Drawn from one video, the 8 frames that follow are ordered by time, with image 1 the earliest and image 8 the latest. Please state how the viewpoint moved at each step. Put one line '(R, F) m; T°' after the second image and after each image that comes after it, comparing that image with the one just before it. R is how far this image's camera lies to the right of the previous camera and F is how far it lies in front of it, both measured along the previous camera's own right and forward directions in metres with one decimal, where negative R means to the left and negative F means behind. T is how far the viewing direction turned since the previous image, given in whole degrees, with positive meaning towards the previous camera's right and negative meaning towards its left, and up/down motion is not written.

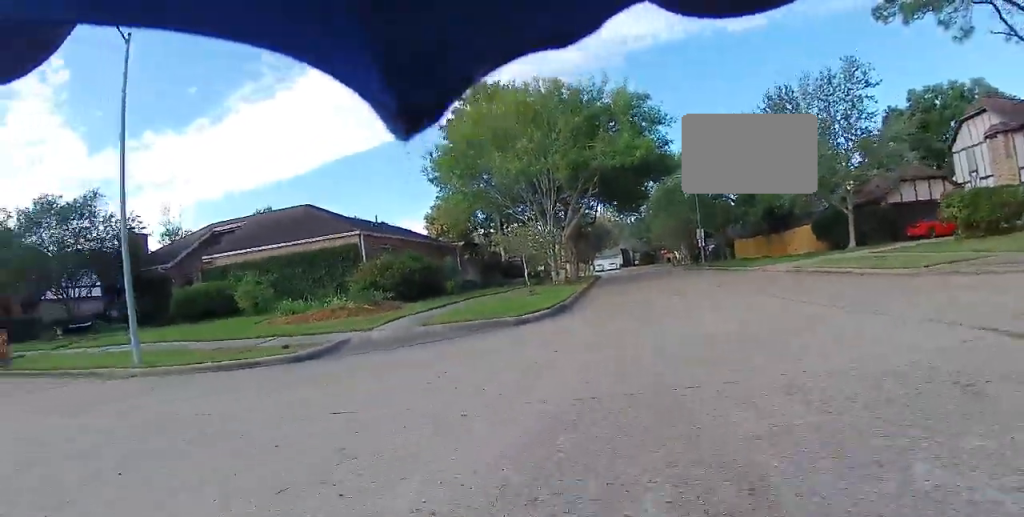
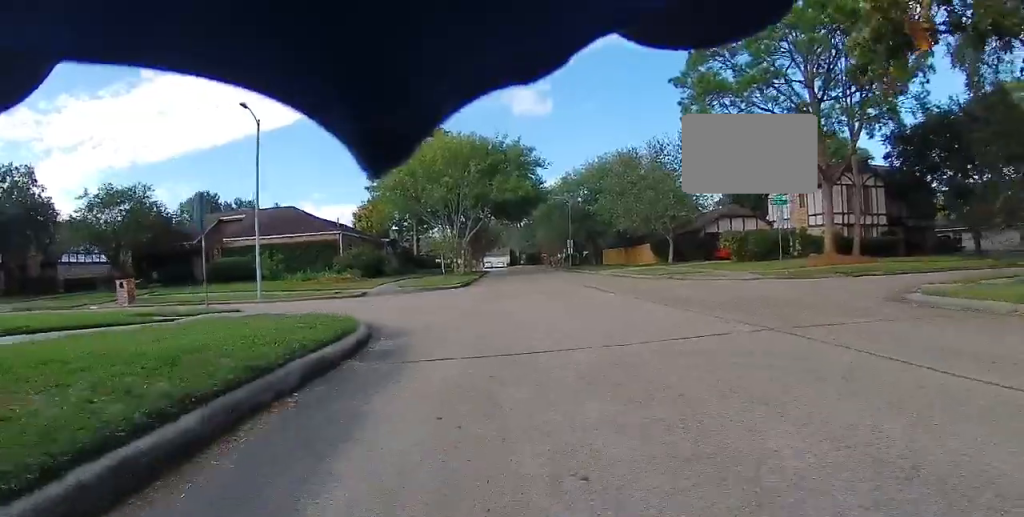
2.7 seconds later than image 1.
(-1.1, +13.8) m; -11°
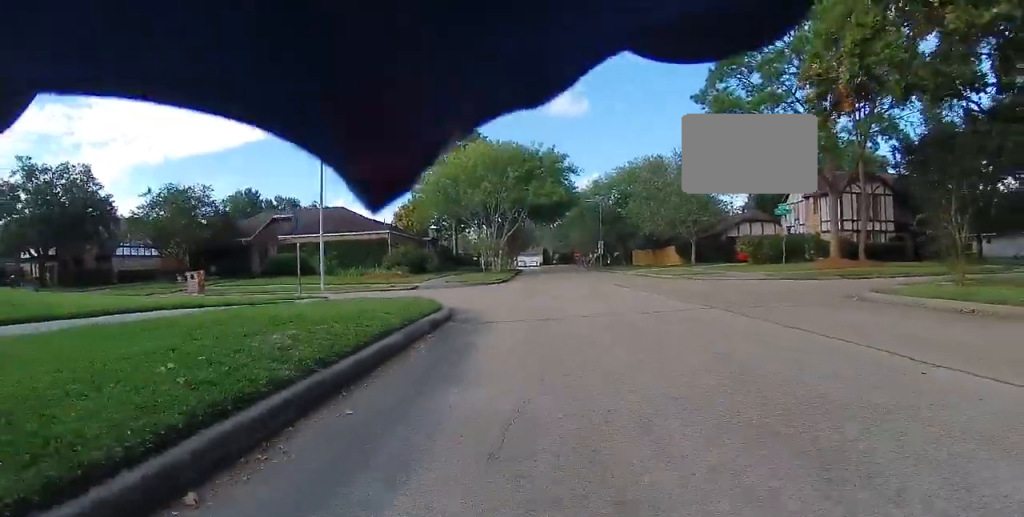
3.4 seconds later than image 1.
(-0.2, +3.5) m; +8°
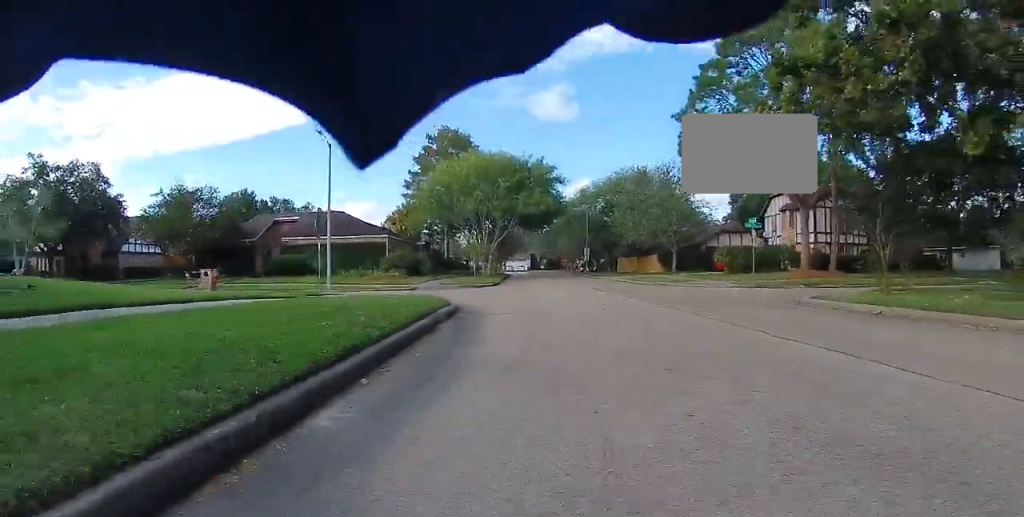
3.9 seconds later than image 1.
(+0.2, +2.6) m; +6°
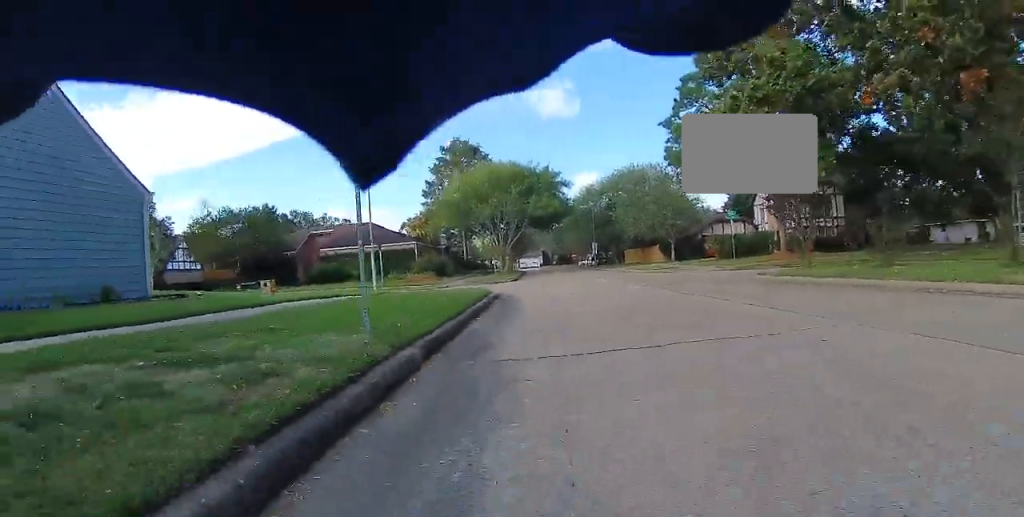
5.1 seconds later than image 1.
(+0.9, +5.7) m; +5°
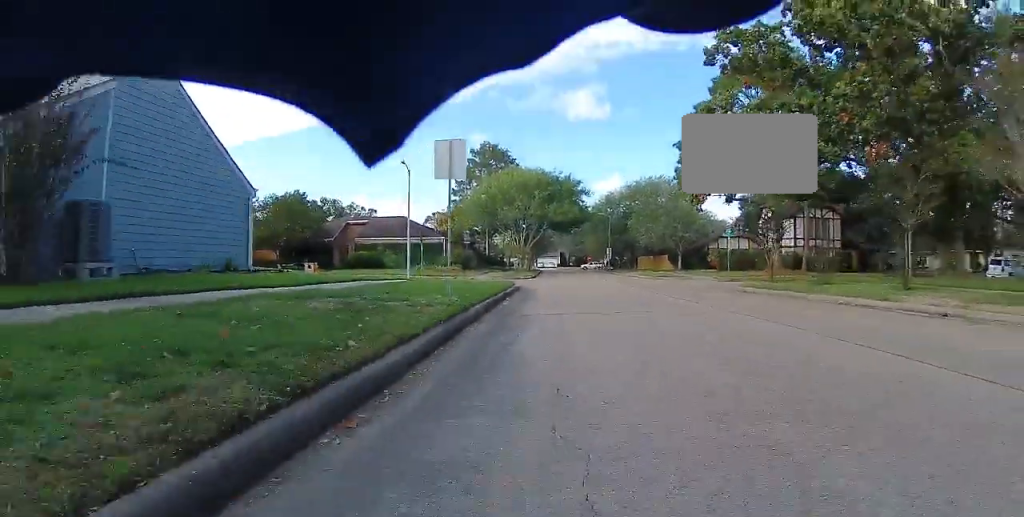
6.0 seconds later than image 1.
(-0.2, +4.6) m; -8°
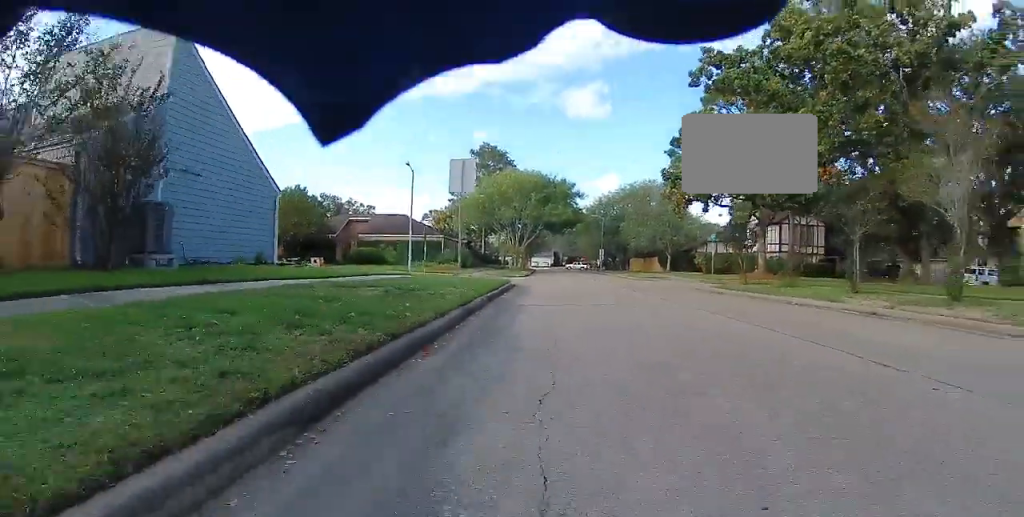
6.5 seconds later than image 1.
(-0.1, +2.3) m; -5°
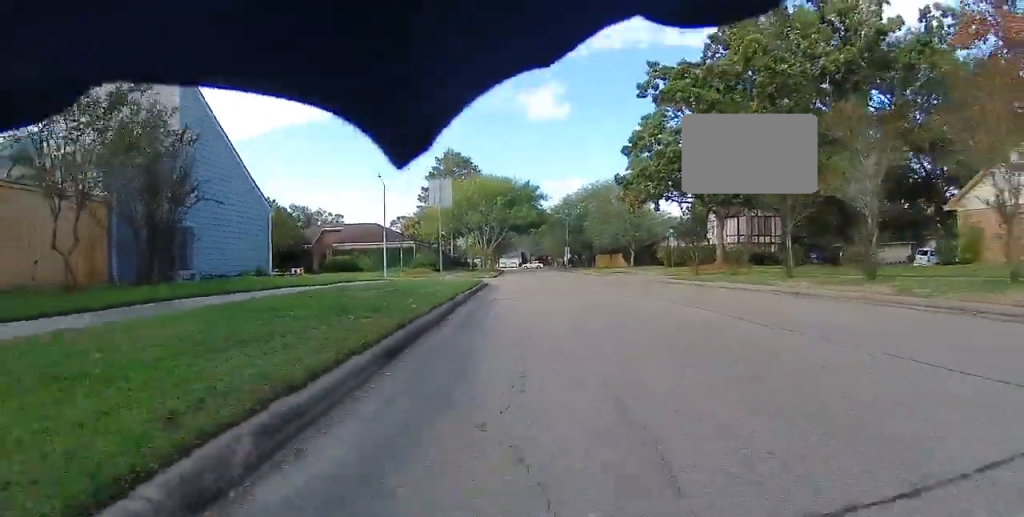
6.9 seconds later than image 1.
(-0.1, +2.3) m; 0°
